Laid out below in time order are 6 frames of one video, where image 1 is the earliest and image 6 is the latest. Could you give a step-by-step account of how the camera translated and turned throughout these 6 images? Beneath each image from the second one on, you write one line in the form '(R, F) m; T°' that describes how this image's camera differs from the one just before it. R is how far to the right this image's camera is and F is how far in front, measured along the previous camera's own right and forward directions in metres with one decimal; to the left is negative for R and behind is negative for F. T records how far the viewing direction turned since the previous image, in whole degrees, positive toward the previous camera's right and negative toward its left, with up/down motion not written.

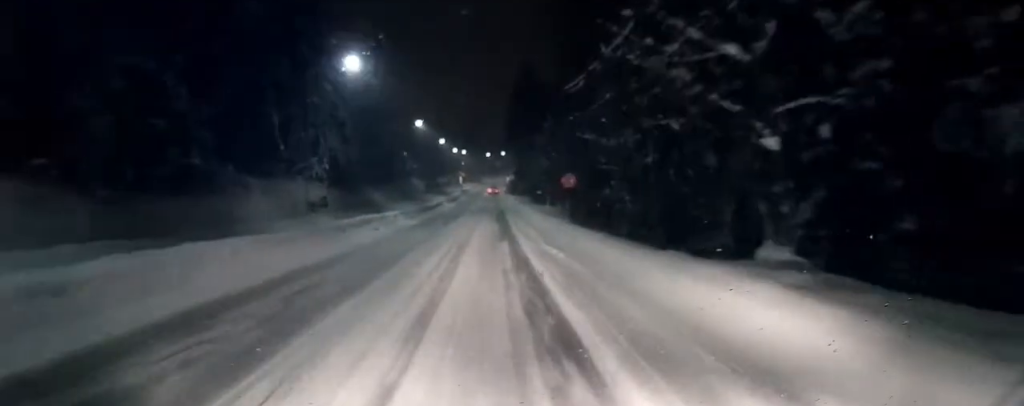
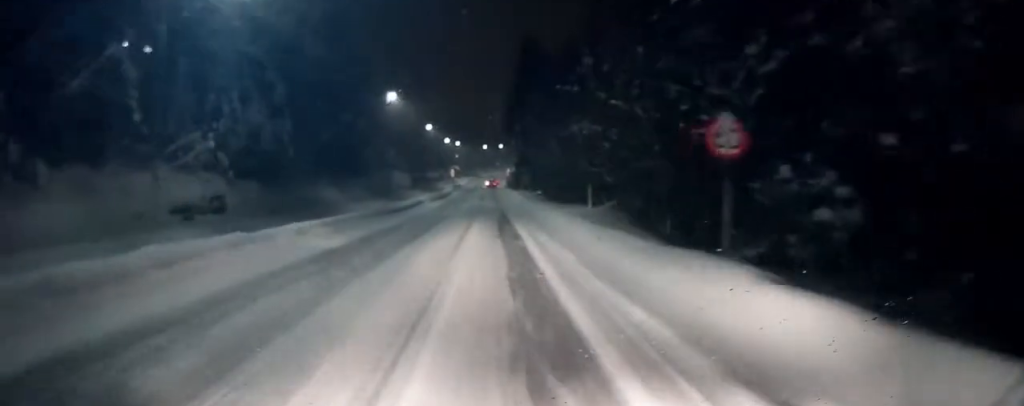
(+0.1, +17.0) m; -1°
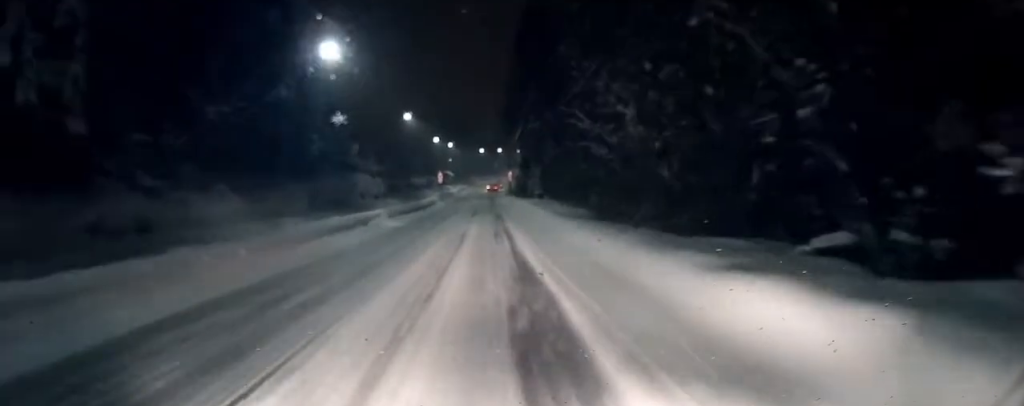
(-0.1, +19.9) m; +1°
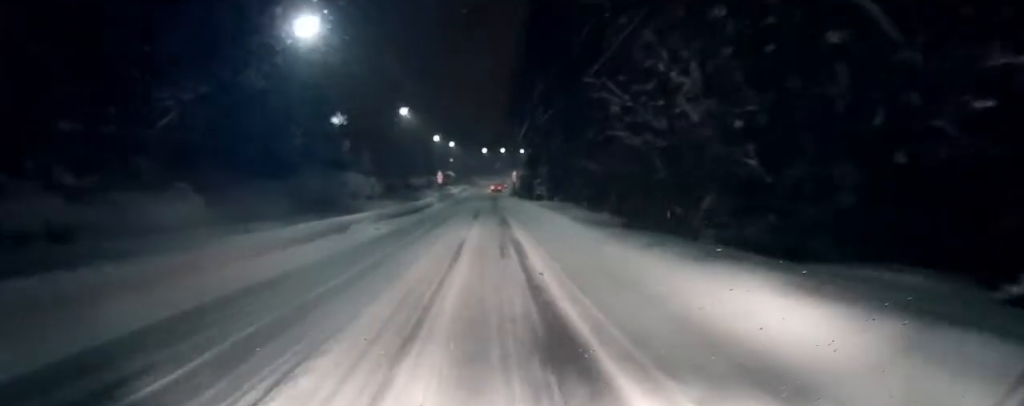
(0.0, +5.0) m; +1°
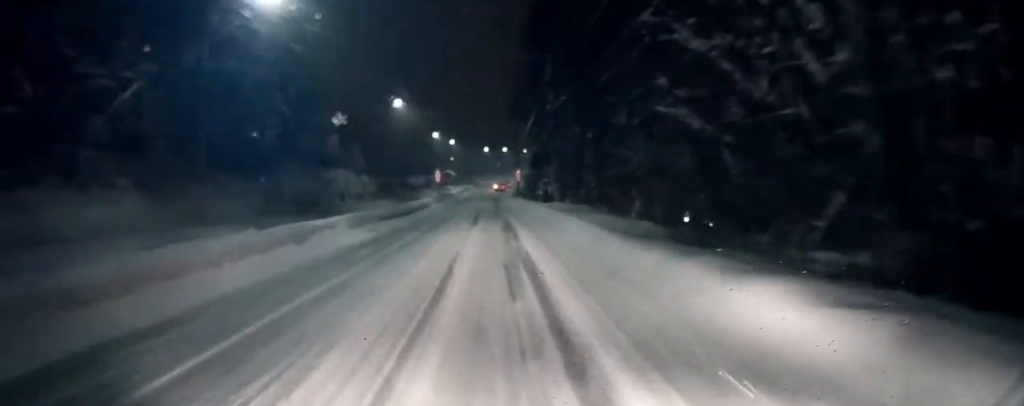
(0.0, +5.4) m; 0°
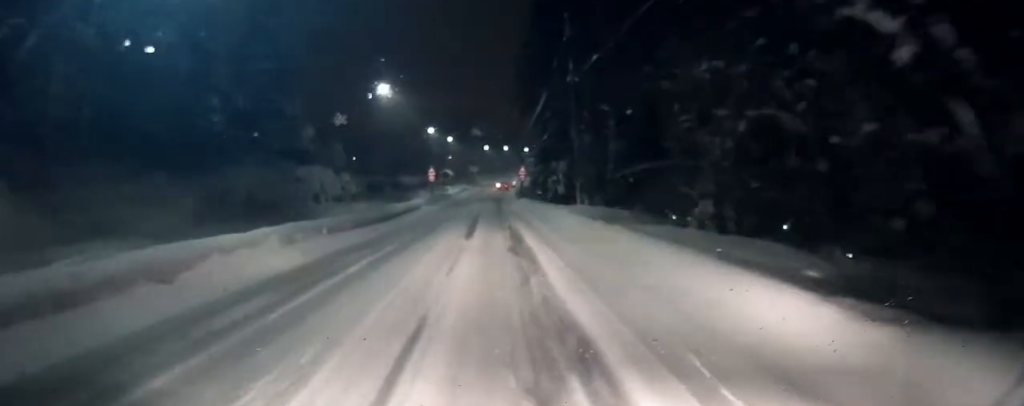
(0.0, +7.7) m; 0°
